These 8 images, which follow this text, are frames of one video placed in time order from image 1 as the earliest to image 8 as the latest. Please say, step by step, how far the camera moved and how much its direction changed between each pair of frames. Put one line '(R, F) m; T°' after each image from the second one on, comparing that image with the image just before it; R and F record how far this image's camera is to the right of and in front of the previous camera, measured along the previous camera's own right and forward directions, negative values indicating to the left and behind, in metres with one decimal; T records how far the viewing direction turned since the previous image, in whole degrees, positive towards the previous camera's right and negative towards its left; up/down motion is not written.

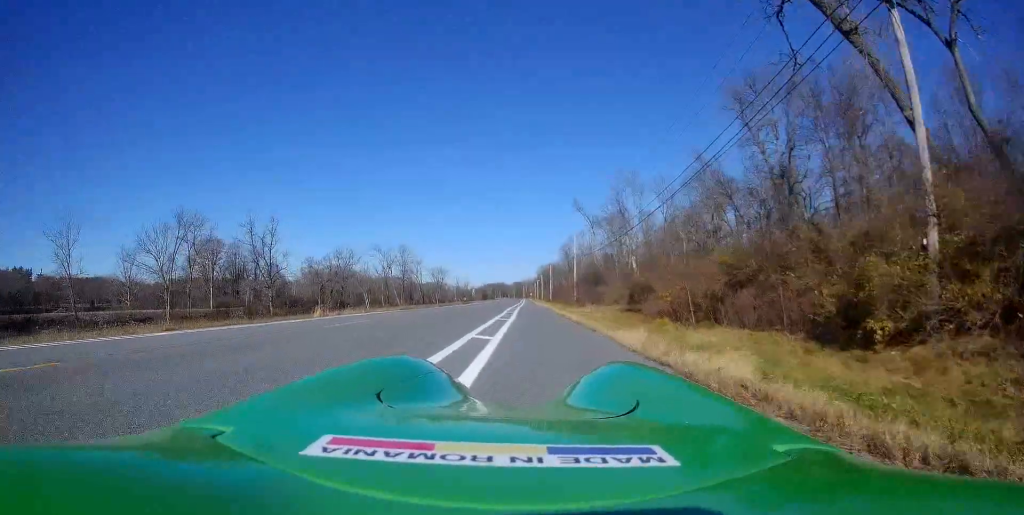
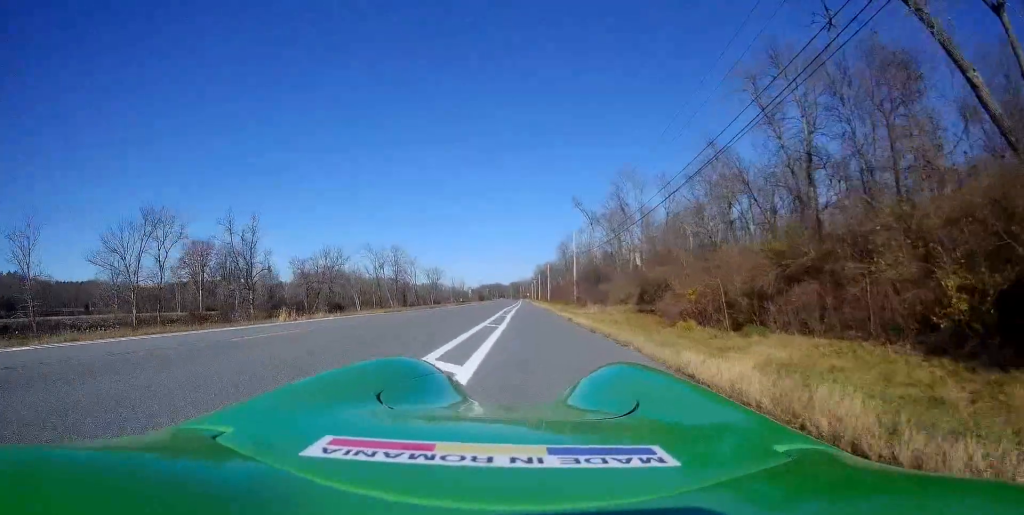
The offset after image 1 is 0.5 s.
(0.0, +4.9) m; -1°
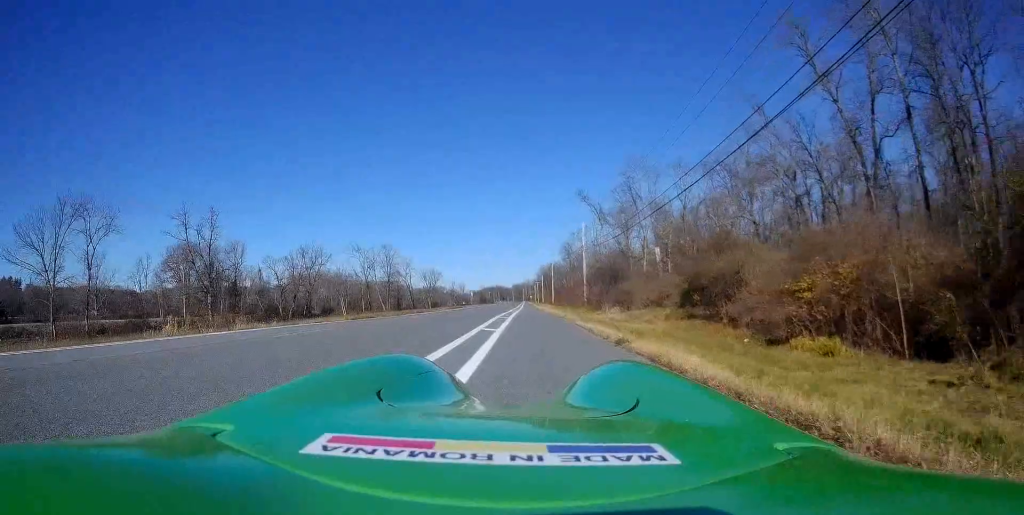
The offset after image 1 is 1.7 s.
(-0.4, +10.5) m; -2°
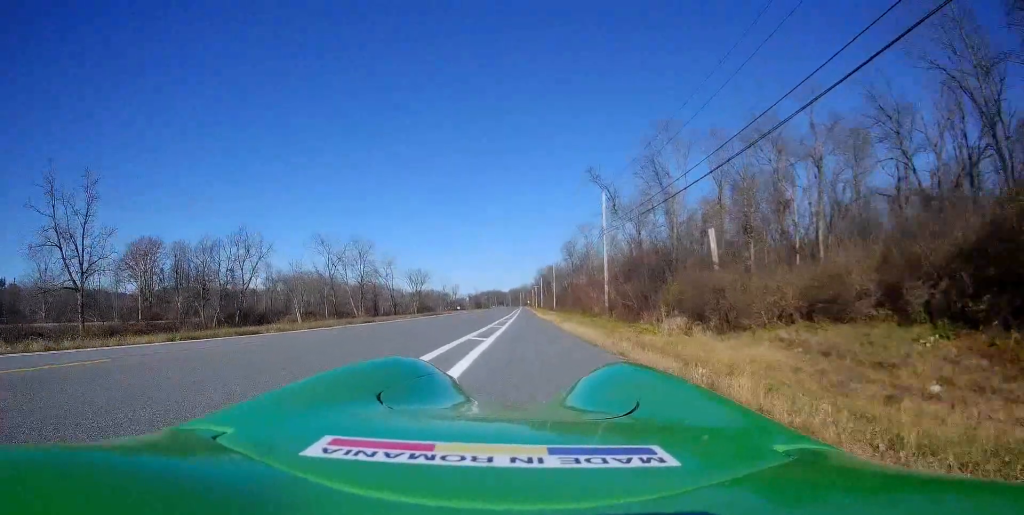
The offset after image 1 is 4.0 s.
(+0.8, +19.8) m; +2°
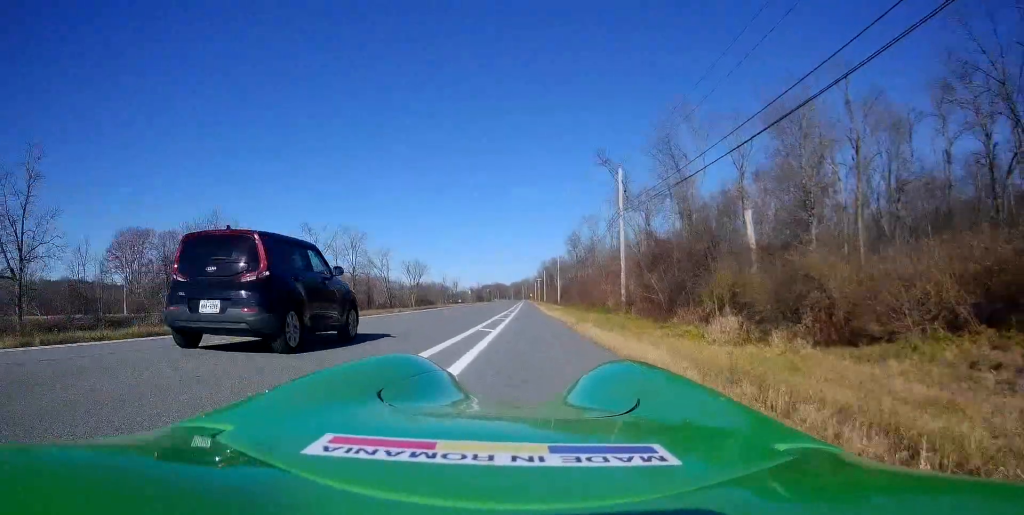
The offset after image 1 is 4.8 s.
(-0.1, +7.0) m; -1°
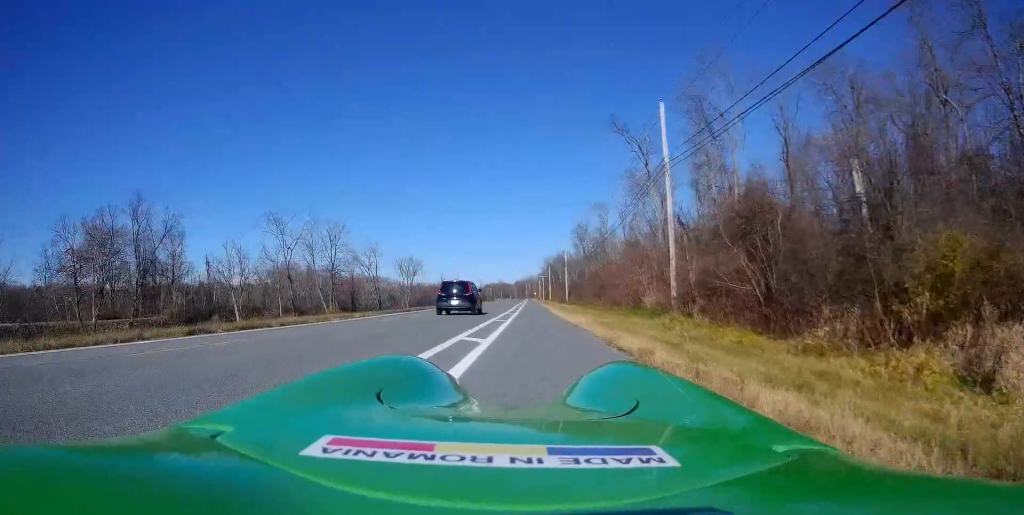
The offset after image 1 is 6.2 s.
(+0.1, +13.3) m; +2°
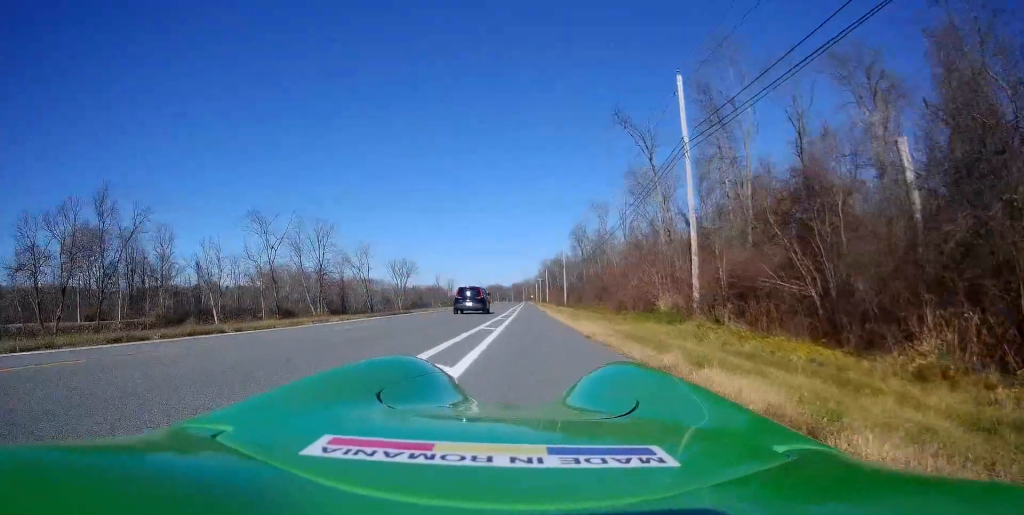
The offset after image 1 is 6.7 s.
(0.0, +4.0) m; -1°
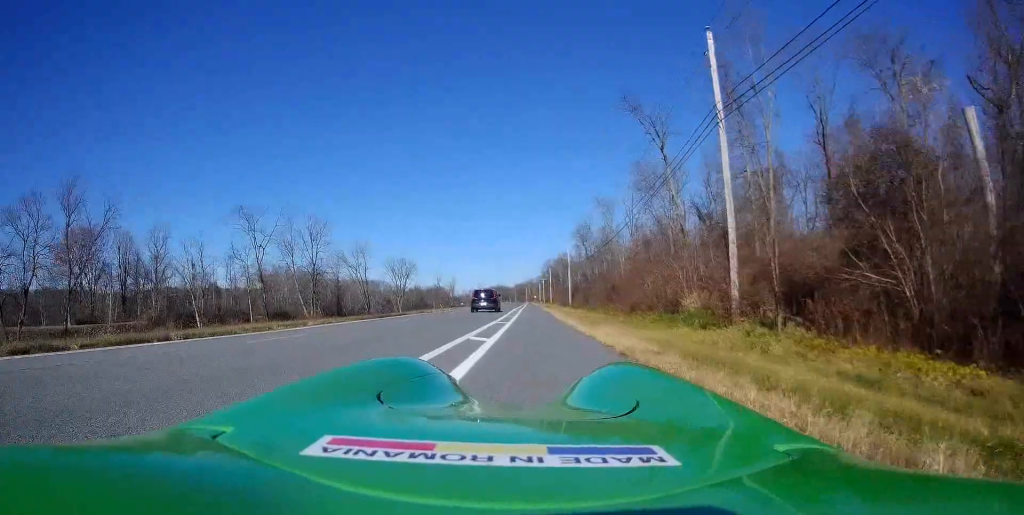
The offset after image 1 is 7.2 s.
(+0.1, +4.0) m; -1°
